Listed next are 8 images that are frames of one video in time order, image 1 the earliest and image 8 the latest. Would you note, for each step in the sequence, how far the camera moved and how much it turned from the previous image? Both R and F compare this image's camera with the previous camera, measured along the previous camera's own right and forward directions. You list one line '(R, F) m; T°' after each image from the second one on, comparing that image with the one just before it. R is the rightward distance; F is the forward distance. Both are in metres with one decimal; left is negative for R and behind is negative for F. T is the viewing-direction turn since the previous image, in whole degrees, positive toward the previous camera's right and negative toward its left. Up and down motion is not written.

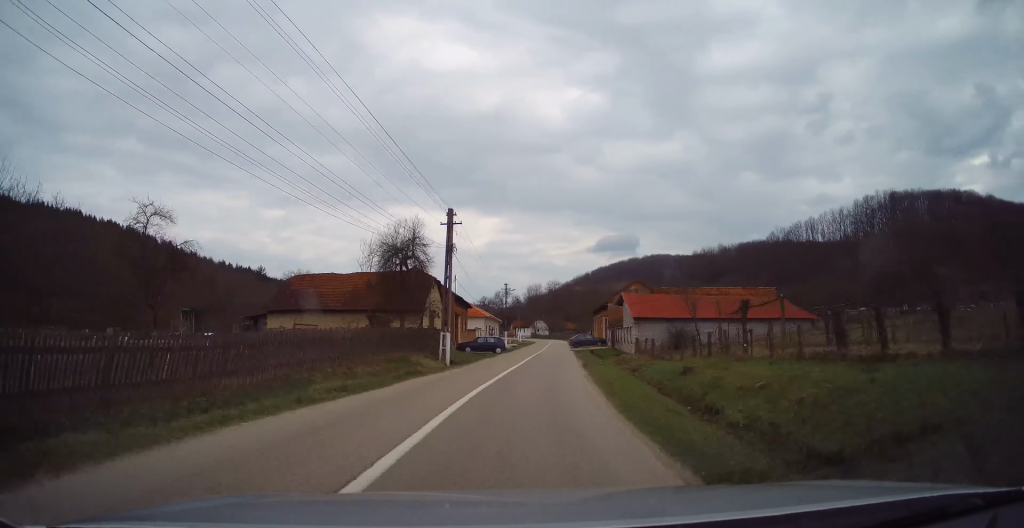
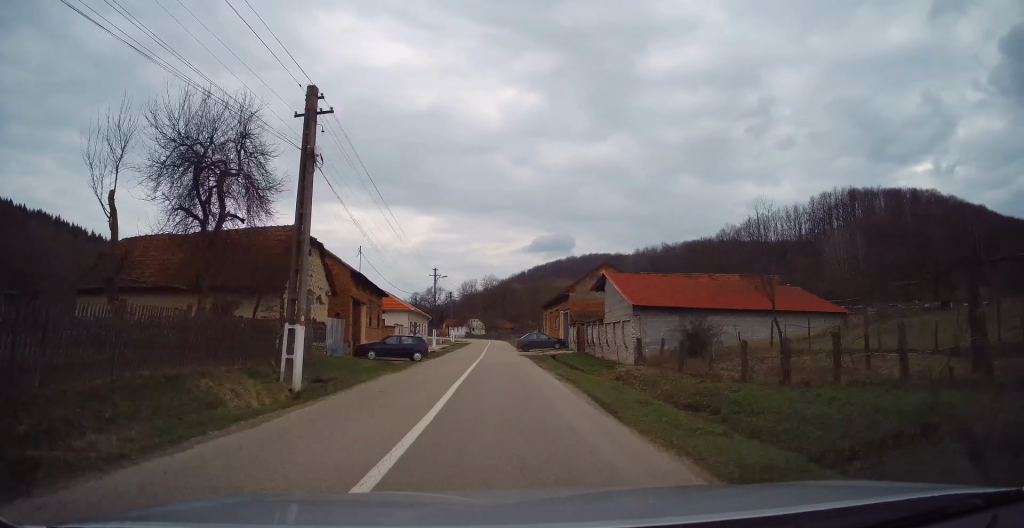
(+1.1, +15.0) m; +6°
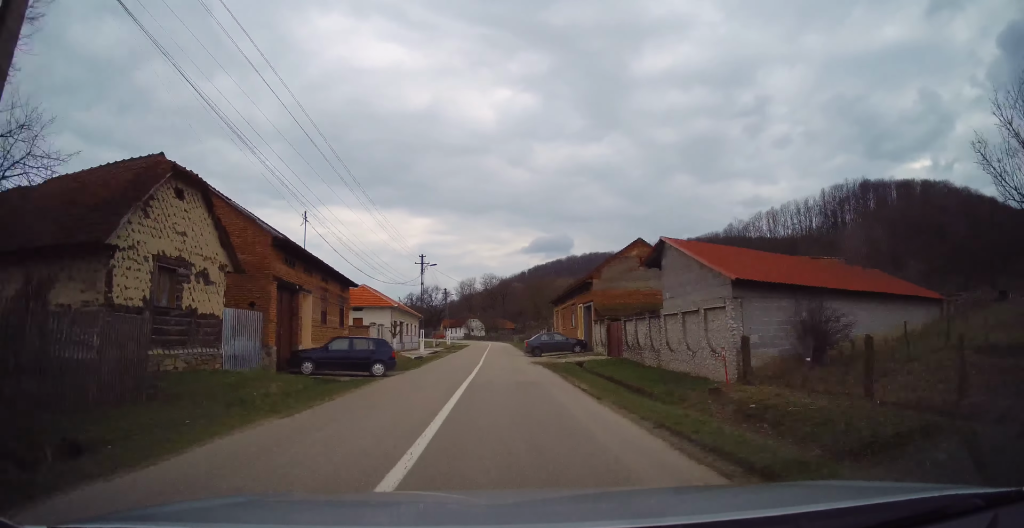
(+0.5, +10.4) m; +2°
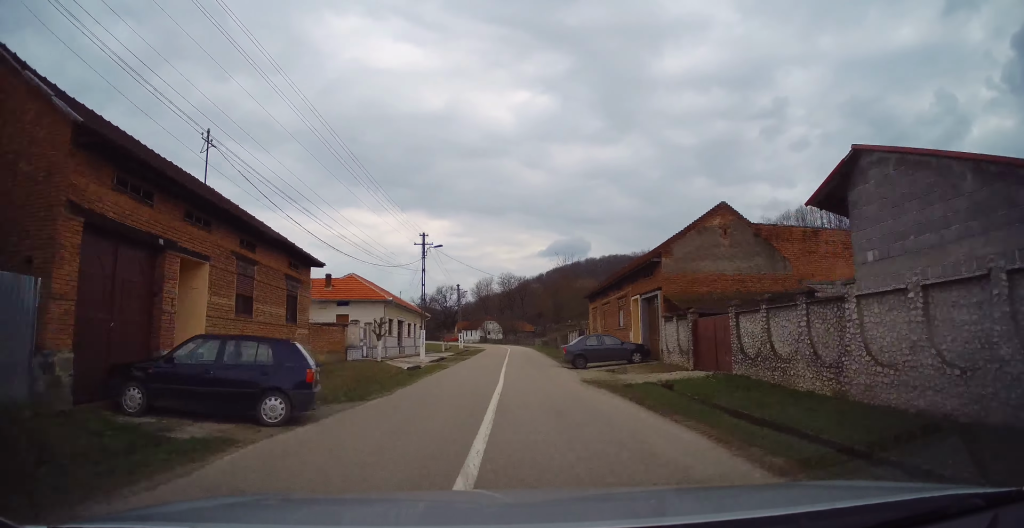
(0.0, +10.6) m; 0°
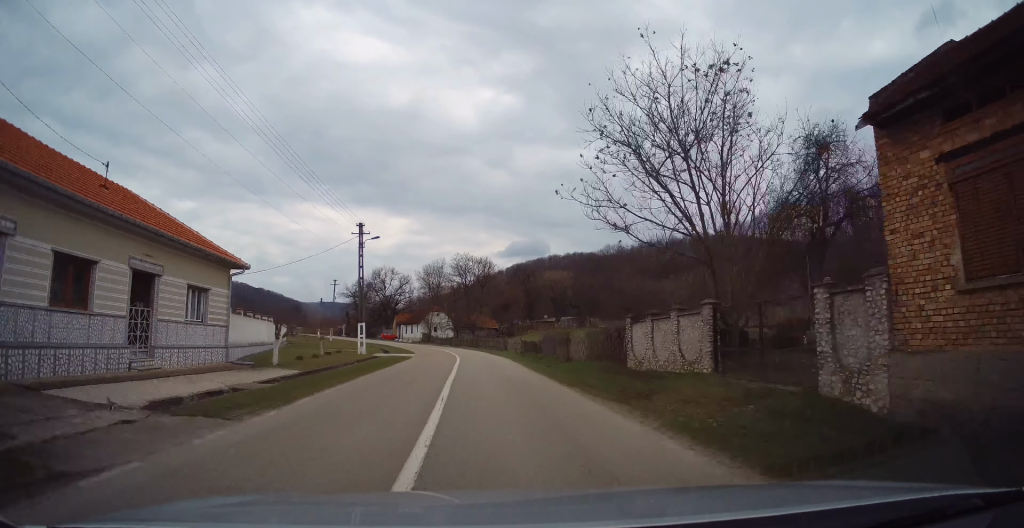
(+0.5, +37.4) m; +2°
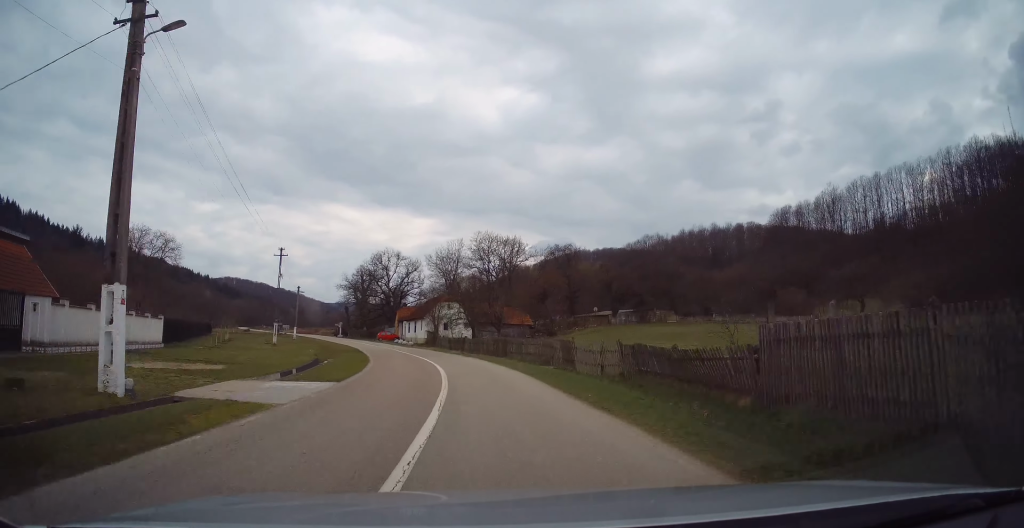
(0.0, +26.6) m; -2°
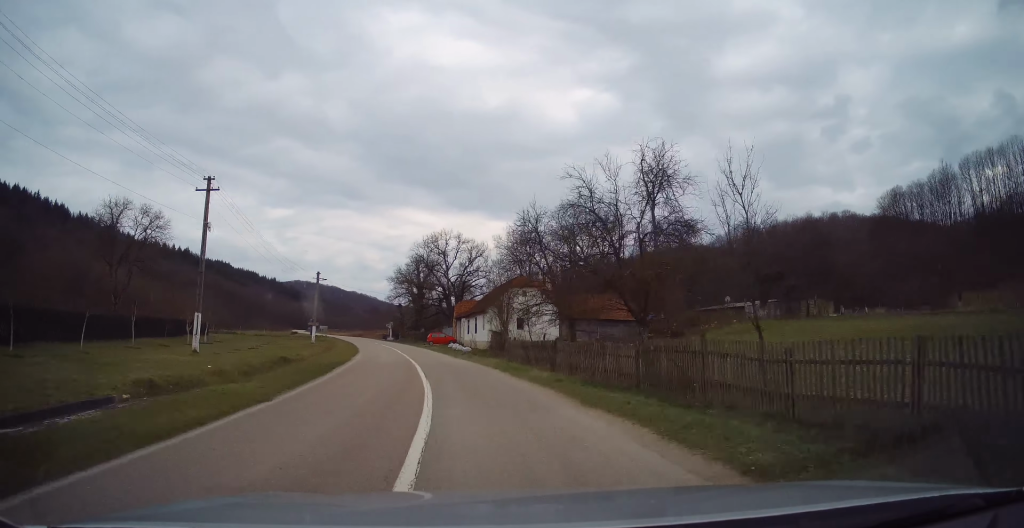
(-1.2, +22.7) m; -8°
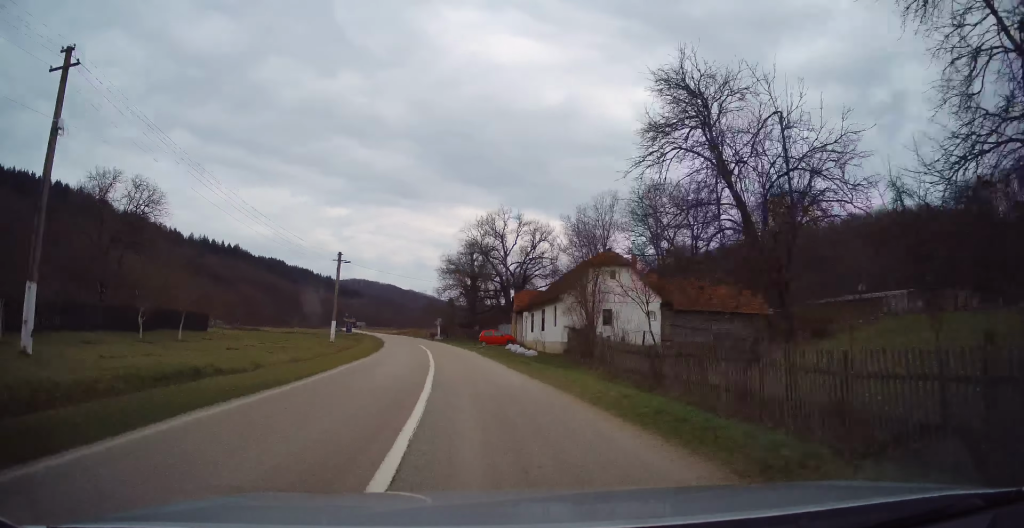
(-0.8, +13.5) m; -6°
